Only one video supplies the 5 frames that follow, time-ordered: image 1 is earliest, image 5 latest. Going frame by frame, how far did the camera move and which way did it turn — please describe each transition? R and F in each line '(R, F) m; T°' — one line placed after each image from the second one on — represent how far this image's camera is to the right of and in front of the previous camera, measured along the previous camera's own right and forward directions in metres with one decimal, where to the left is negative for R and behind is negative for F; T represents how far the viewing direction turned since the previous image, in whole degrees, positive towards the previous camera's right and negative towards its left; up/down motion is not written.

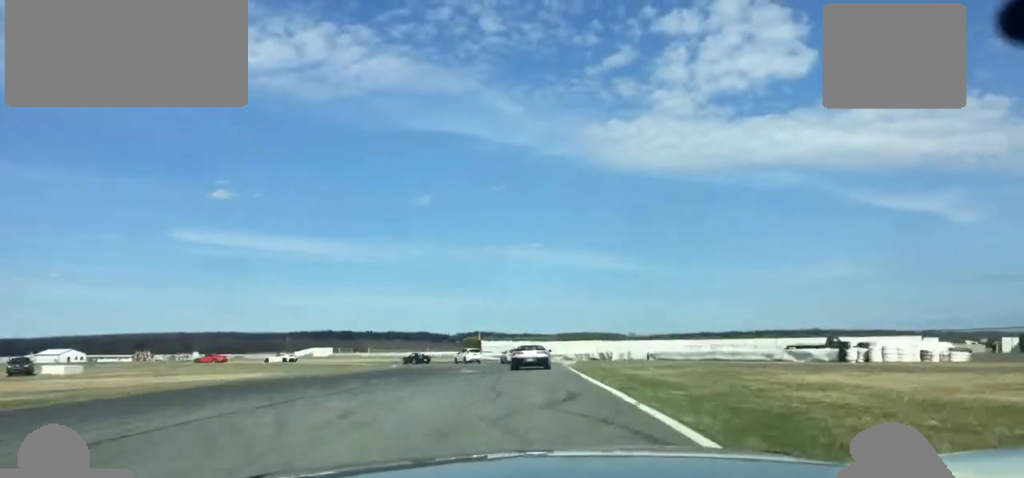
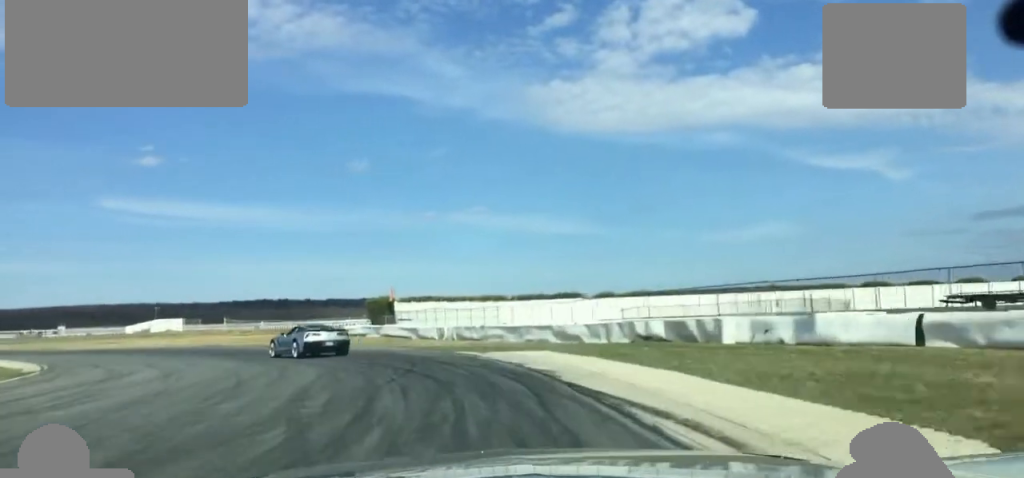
(+19.4, +53.7) m; +79°
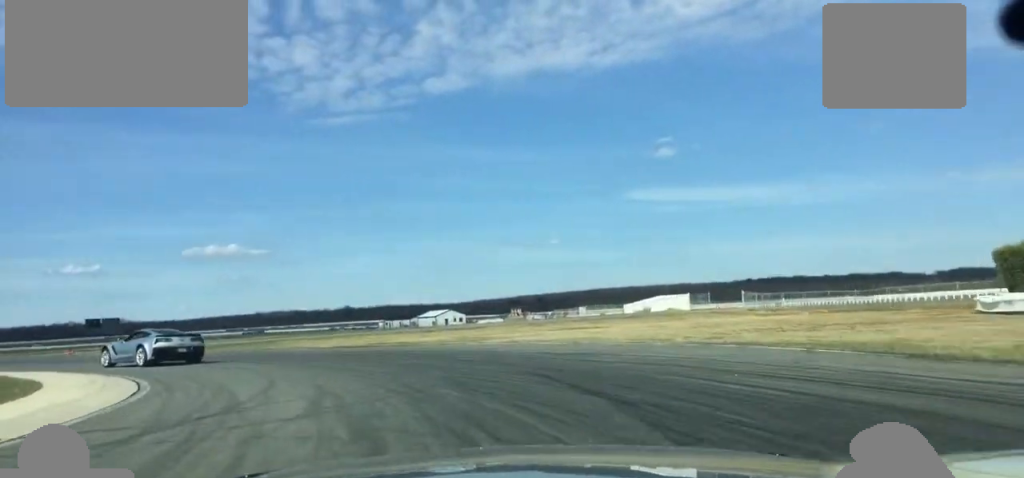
(+5.6, +39.9) m; -45°
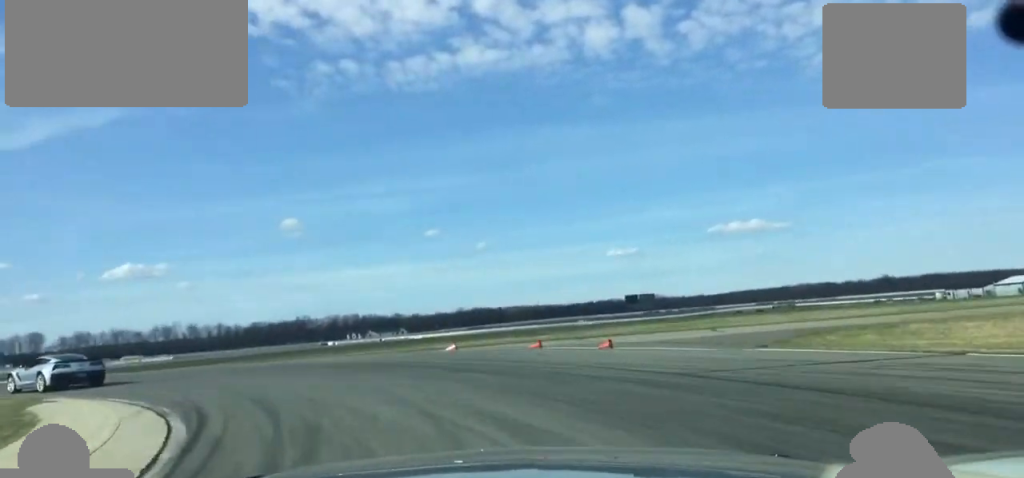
(-20.4, +18.3) m; -71°
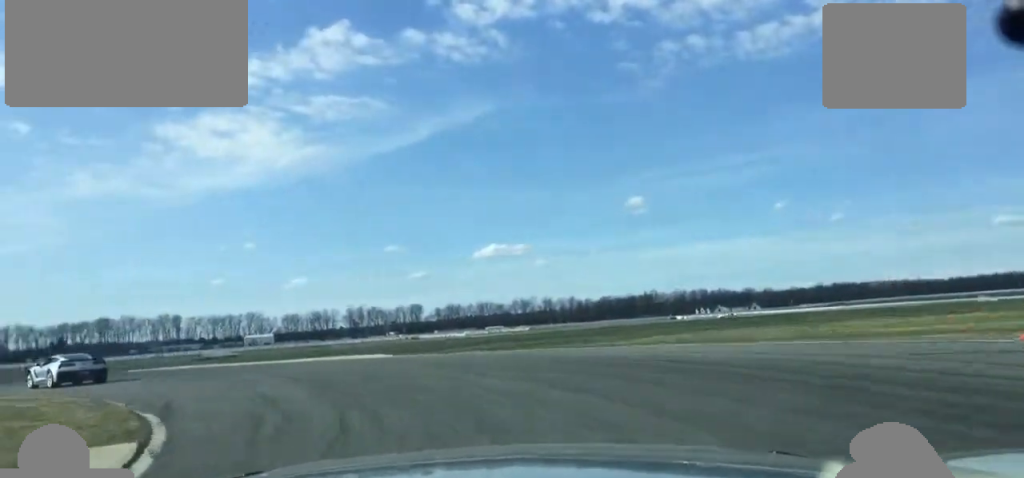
(-4.5, +18.1) m; -23°
